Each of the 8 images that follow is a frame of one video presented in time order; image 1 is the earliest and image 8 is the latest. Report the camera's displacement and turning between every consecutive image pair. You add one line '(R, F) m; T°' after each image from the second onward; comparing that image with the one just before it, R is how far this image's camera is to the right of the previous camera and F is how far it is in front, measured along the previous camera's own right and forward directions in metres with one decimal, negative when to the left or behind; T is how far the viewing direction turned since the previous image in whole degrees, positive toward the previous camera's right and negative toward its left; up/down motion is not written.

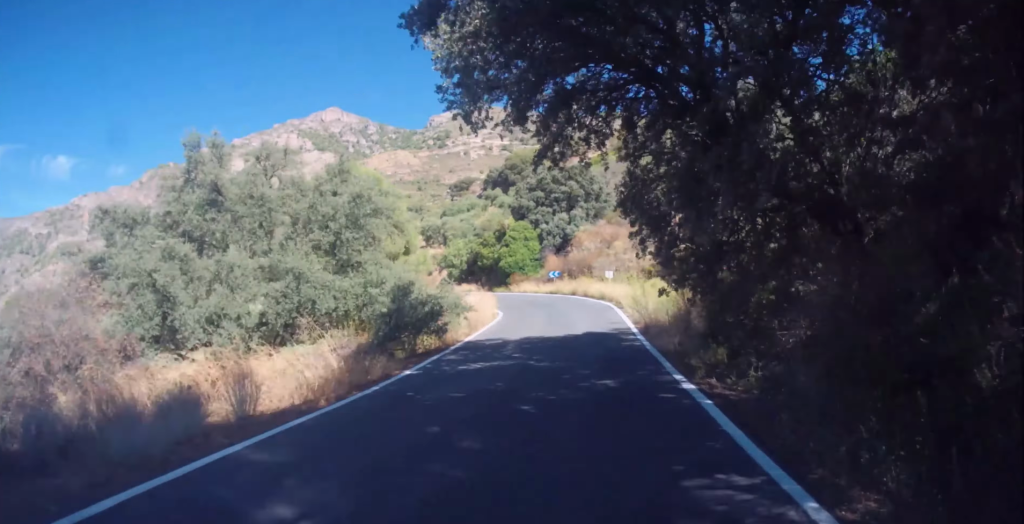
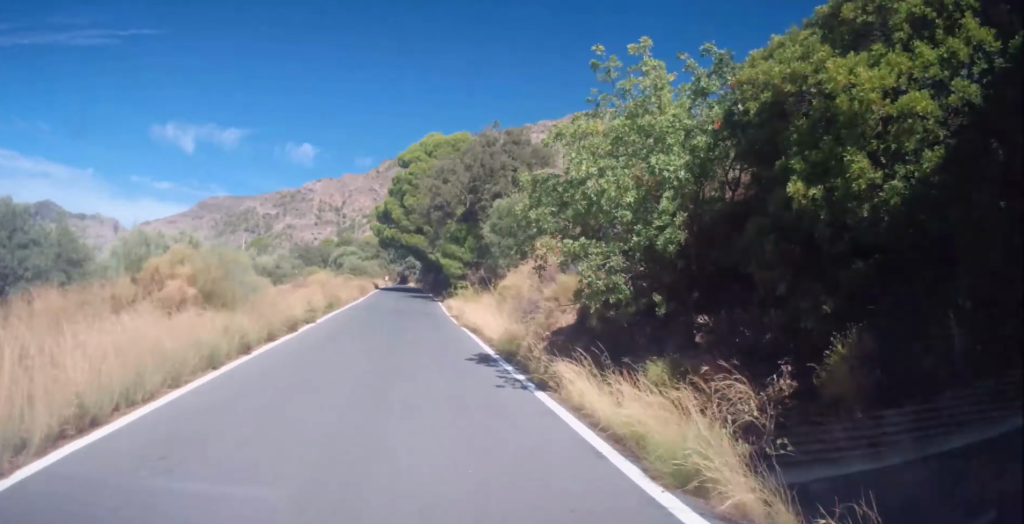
(-5.6, +58.6) m; -6°
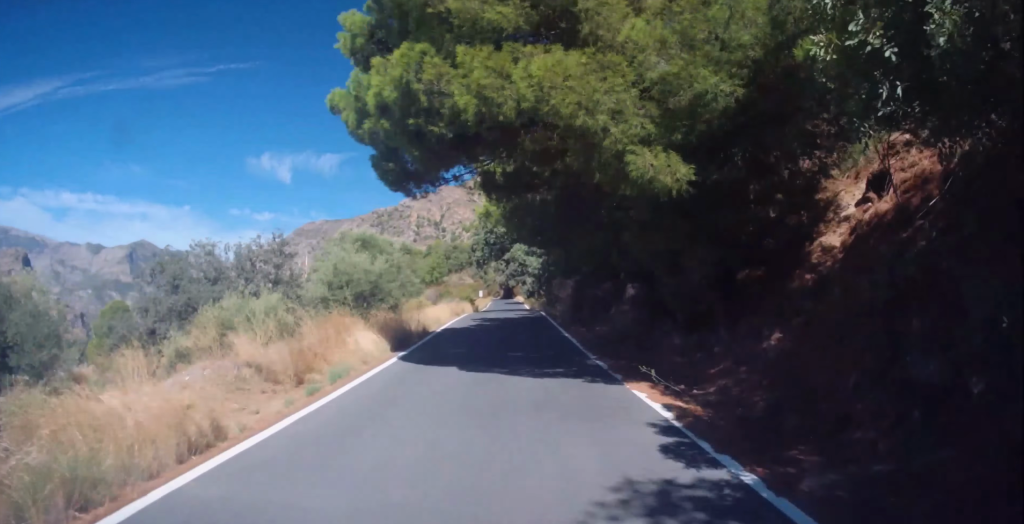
(-4.0, +44.5) m; -6°
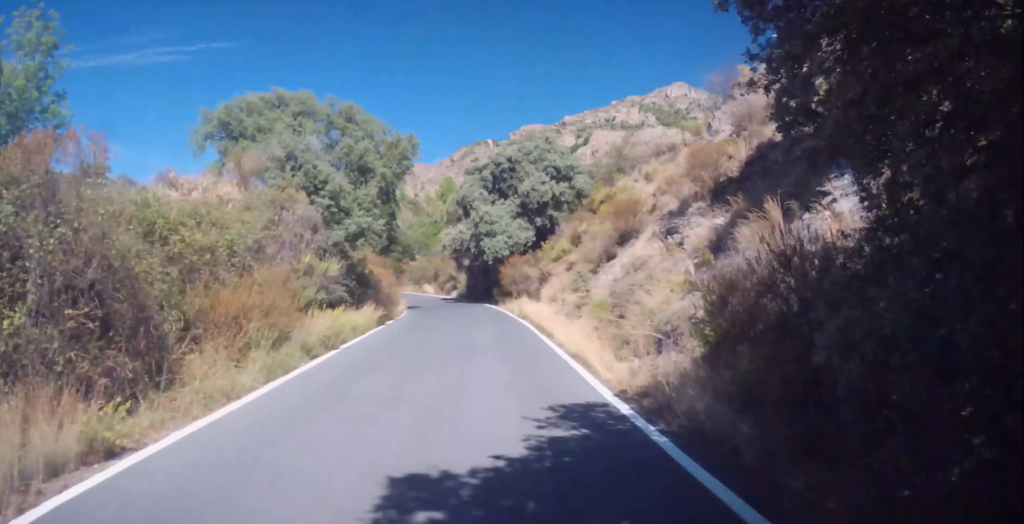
(+0.1, +77.7) m; -14°
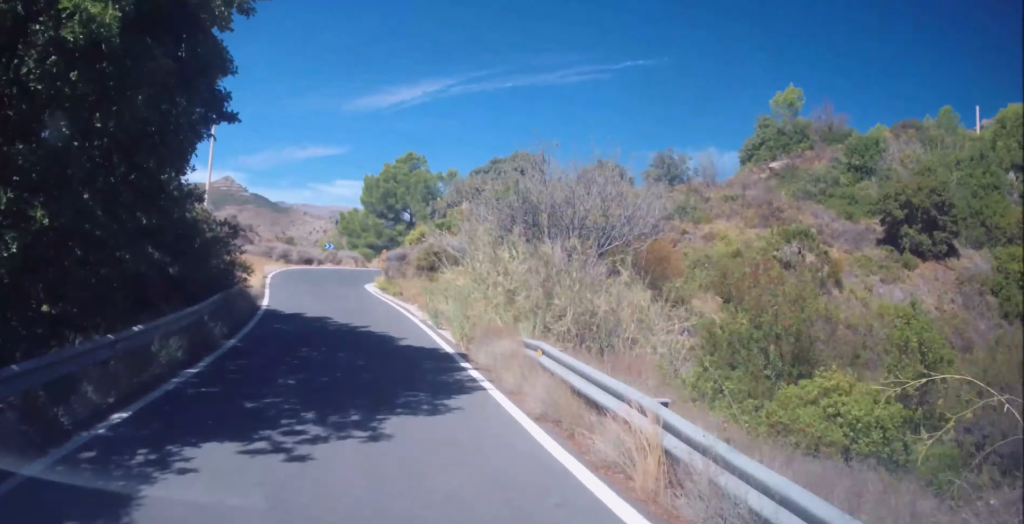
(-15.4, +49.2) m; +3°
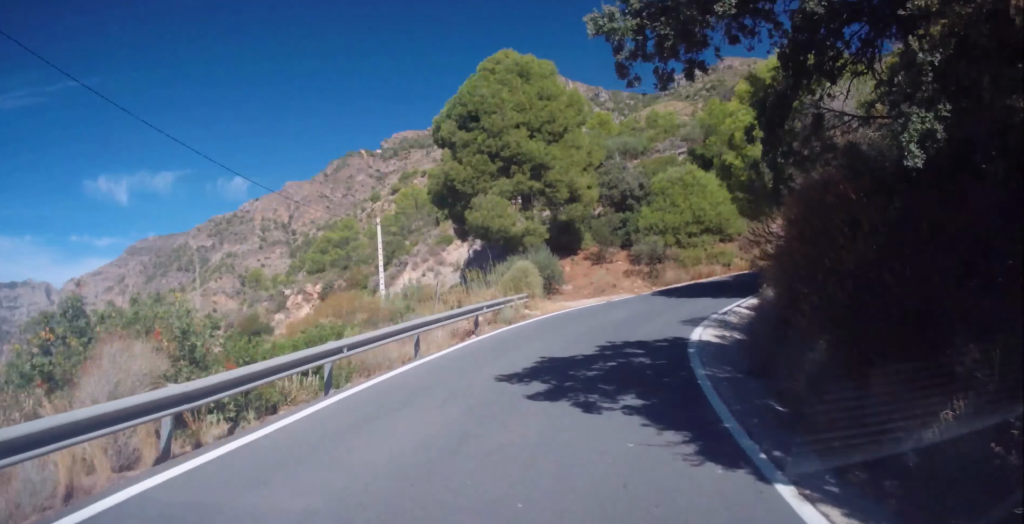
(+12.7, +48.2) m; +65°
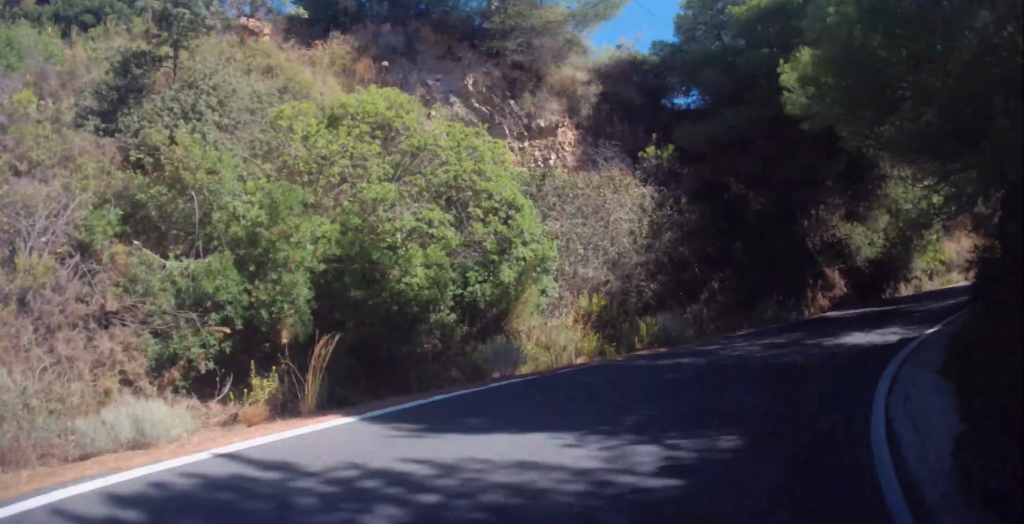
(+4.0, +16.8) m; +43°
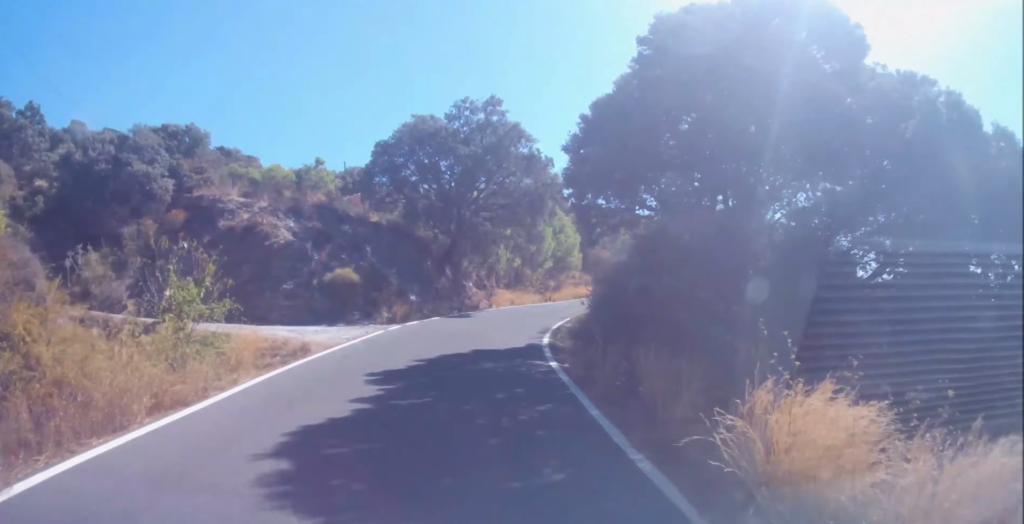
(+31.7, +42.4) m; +48°
